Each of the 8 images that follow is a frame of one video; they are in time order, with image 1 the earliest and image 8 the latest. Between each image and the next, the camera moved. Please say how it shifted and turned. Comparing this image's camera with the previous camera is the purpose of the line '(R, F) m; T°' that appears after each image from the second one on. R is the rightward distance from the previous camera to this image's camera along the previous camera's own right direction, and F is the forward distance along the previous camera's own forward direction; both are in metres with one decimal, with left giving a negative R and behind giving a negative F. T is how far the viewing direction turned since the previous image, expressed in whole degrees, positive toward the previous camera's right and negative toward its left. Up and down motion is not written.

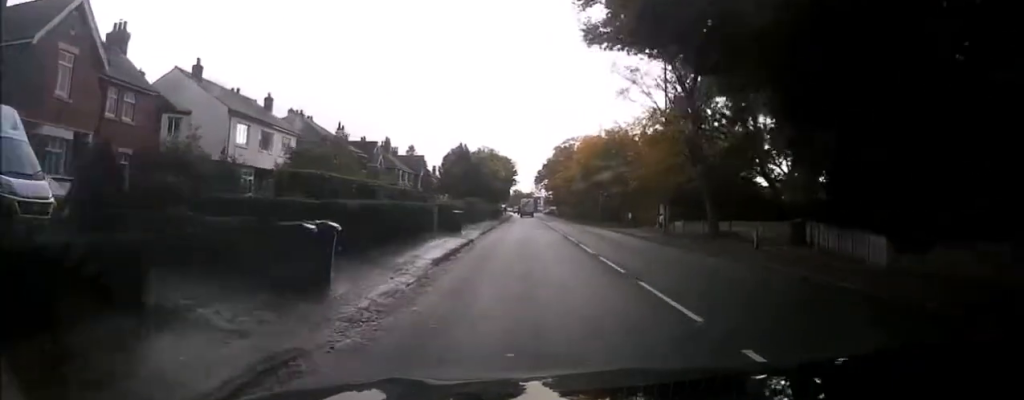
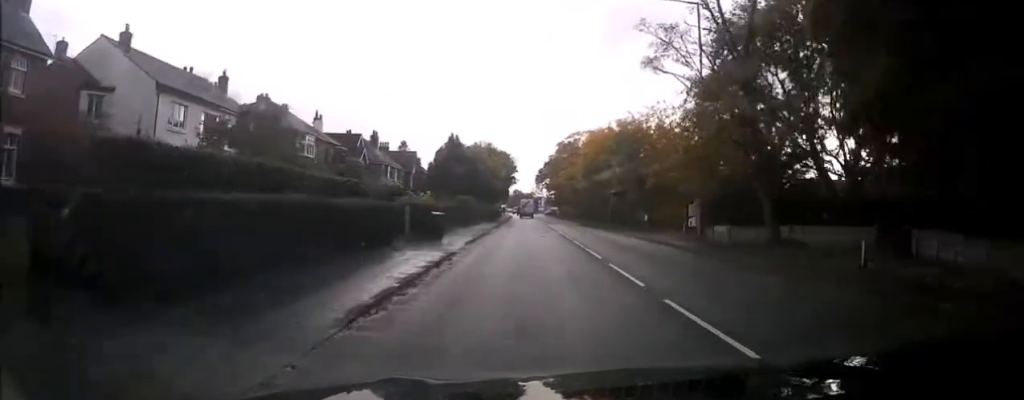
(-0.1, +8.2) m; -1°
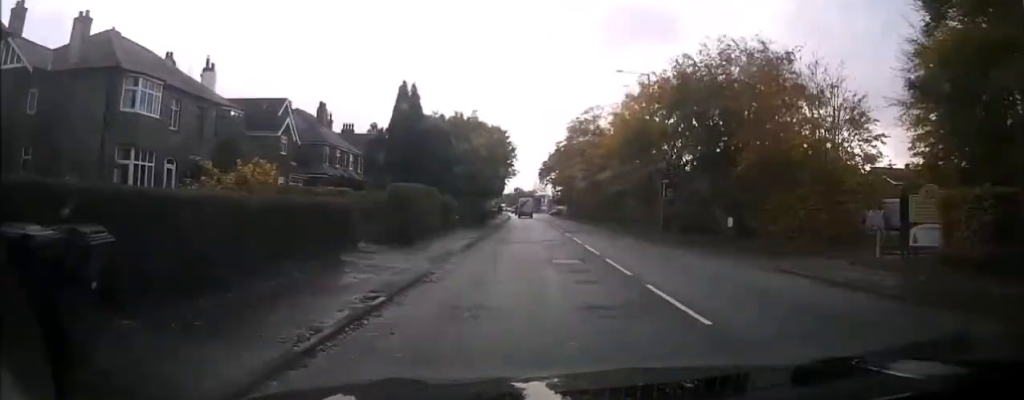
(-0.7, +23.9) m; -1°
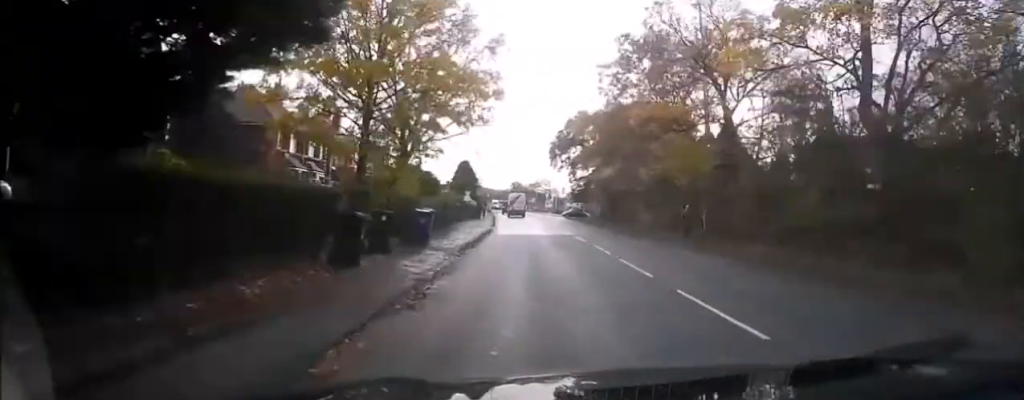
(+2.0, +55.3) m; +3°
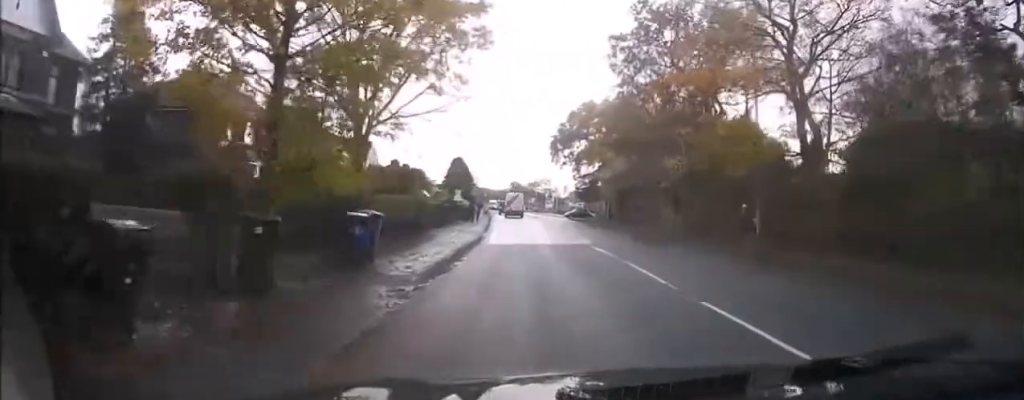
(0.0, +8.2) m; 0°
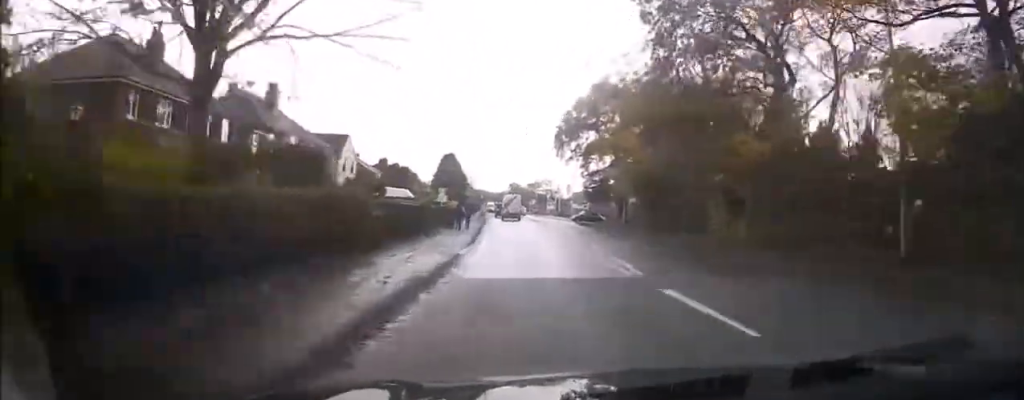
(0.0, +11.0) m; 0°
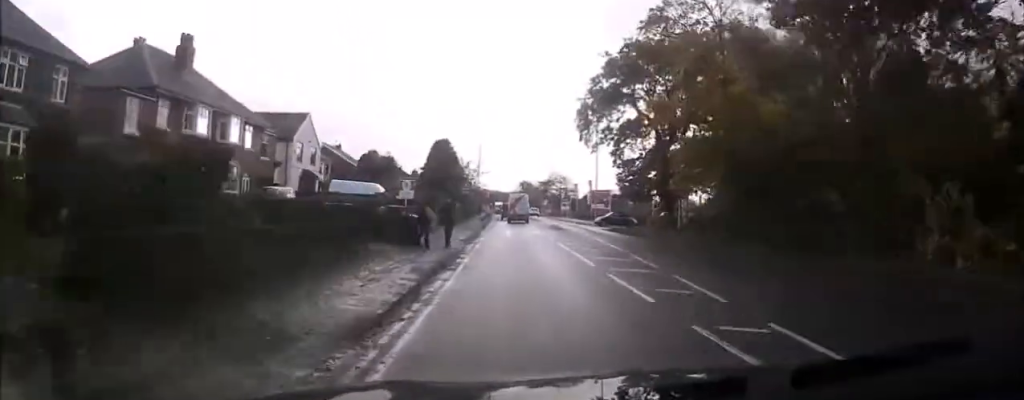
(-0.1, +16.9) m; -1°
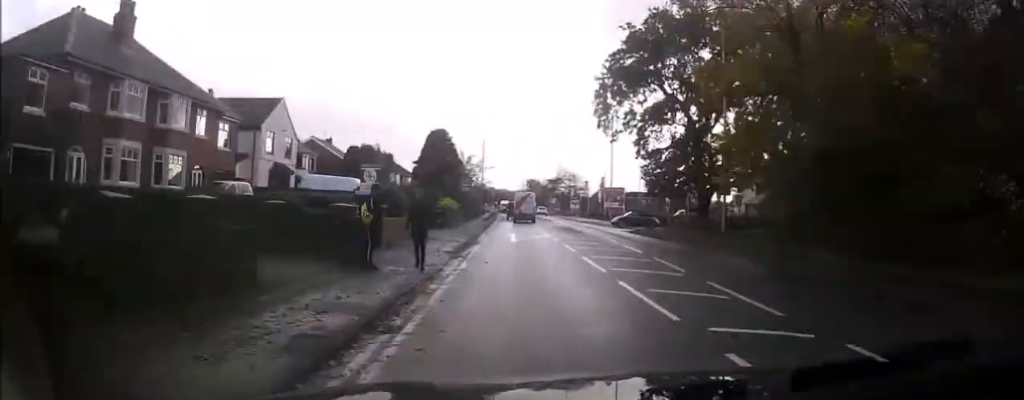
(-0.1, +7.7) m; 0°
